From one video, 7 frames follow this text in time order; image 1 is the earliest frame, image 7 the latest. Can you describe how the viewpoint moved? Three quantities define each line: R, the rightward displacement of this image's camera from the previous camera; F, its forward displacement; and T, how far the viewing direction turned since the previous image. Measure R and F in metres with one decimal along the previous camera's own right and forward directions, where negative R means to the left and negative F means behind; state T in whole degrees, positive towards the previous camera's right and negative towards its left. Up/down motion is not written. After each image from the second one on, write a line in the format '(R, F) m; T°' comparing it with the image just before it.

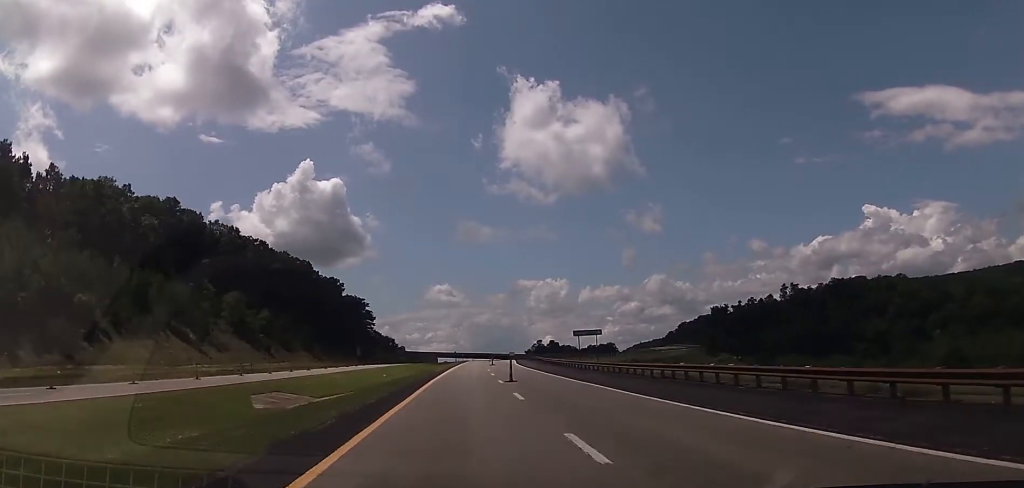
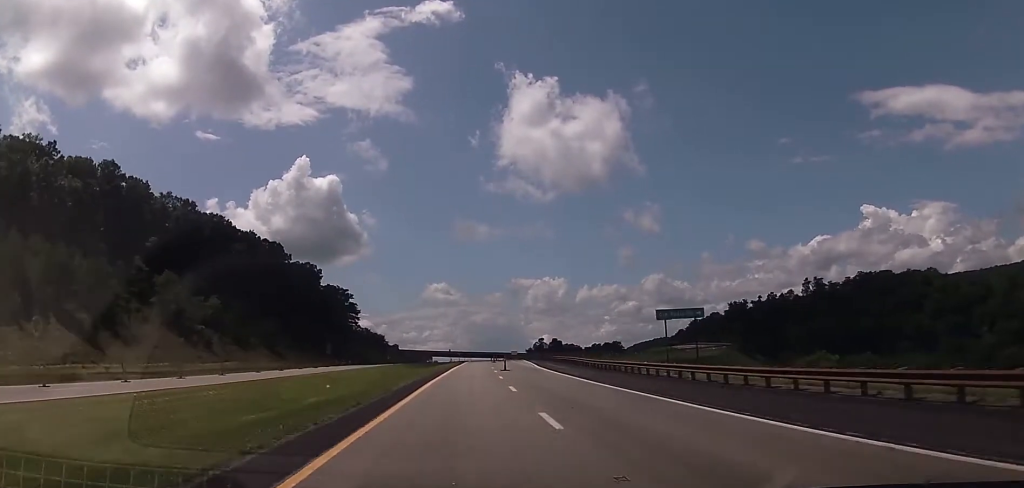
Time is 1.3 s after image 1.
(-0.9, +32.8) m; -1°
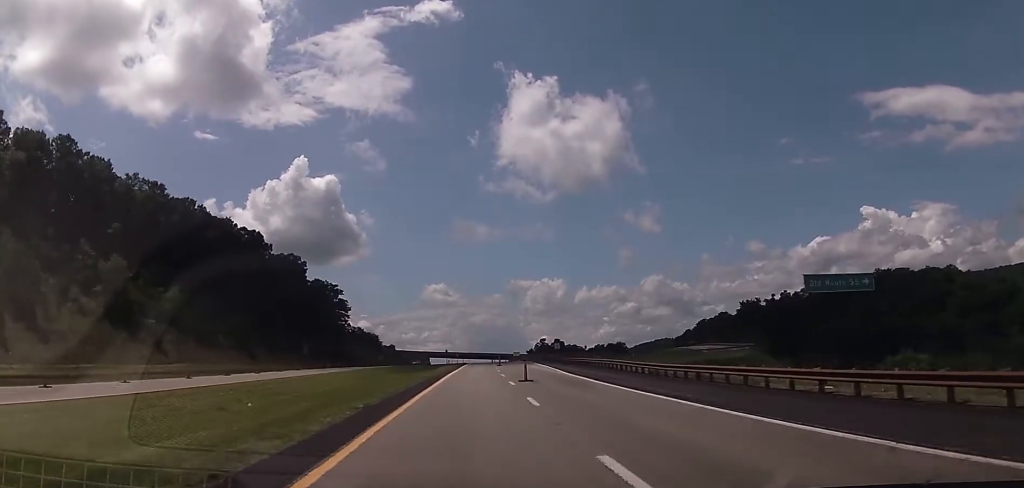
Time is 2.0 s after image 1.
(+0.7, +18.7) m; +2°
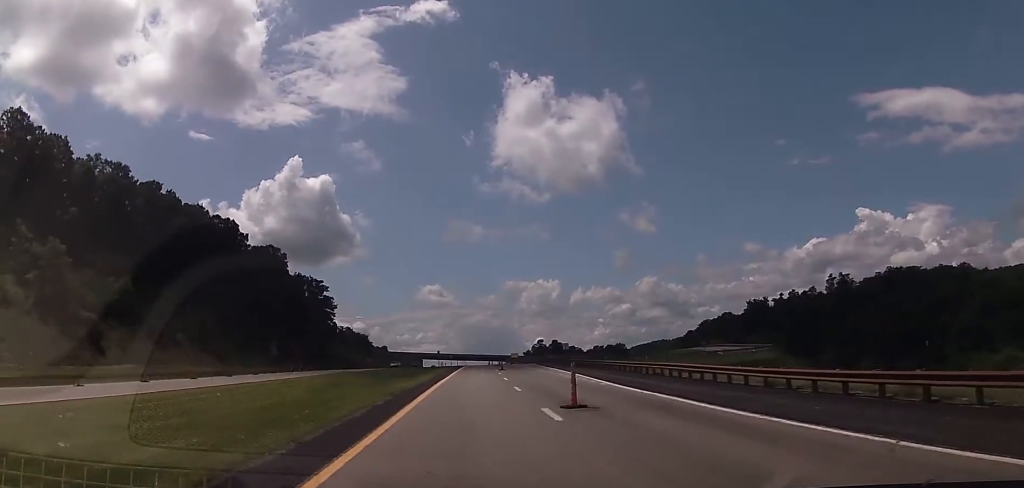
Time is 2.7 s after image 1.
(+0.2, +16.1) m; +1°
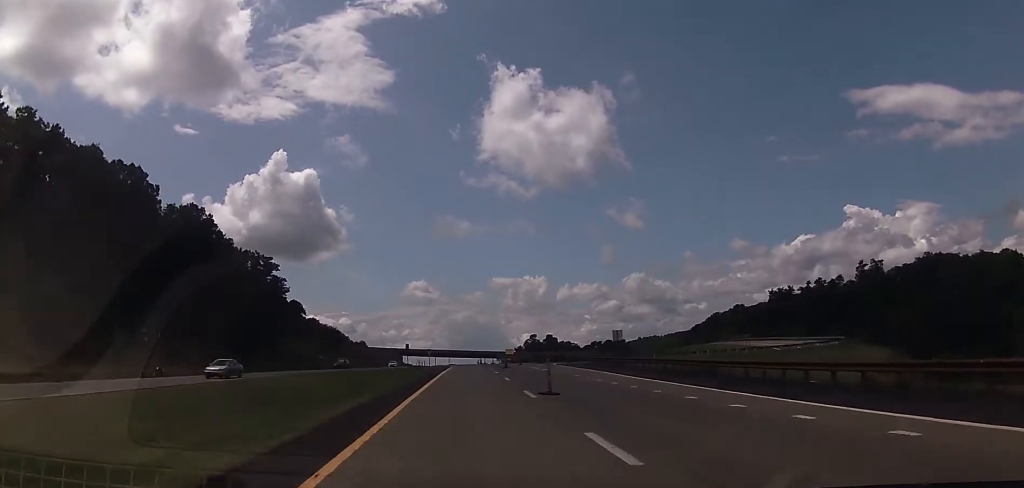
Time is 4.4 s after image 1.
(+0.2, +43.1) m; 0°
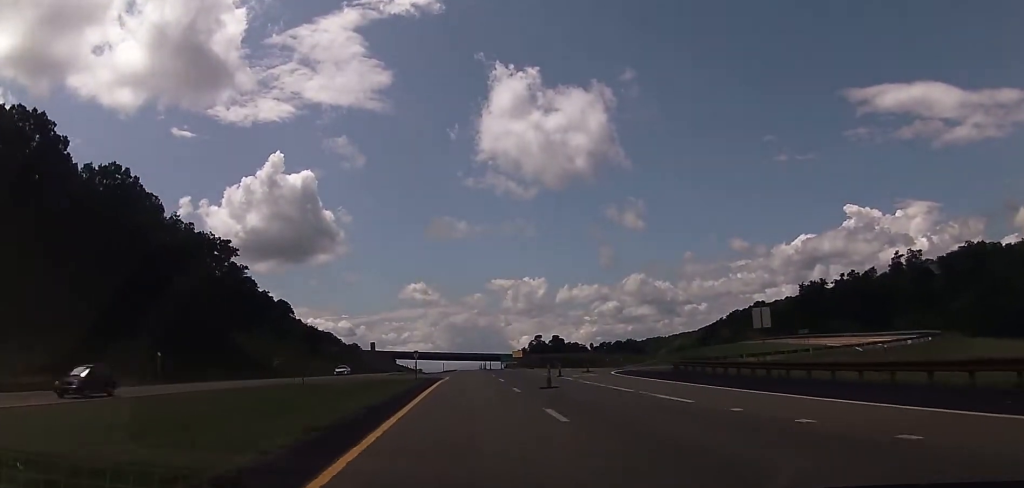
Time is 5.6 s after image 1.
(0.0, +31.2) m; 0°
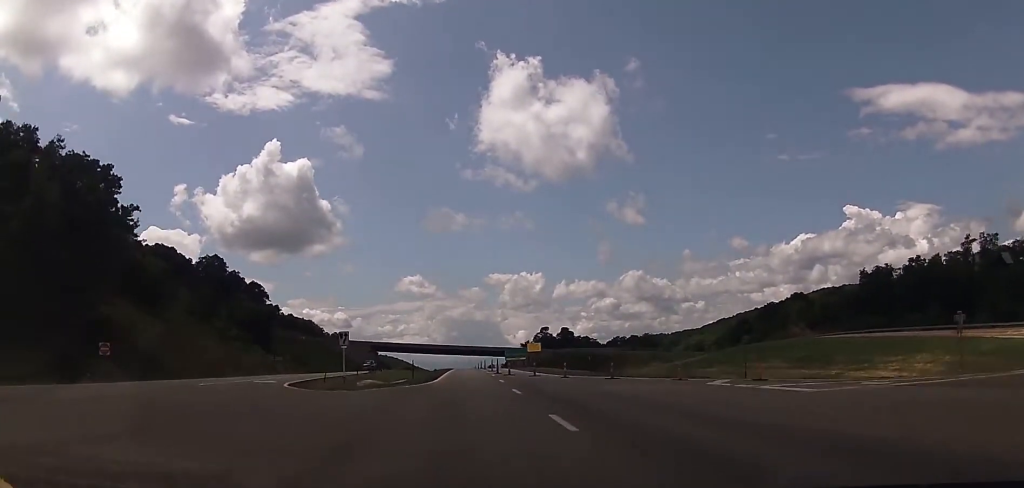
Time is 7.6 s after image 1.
(0.0, +50.2) m; 0°
